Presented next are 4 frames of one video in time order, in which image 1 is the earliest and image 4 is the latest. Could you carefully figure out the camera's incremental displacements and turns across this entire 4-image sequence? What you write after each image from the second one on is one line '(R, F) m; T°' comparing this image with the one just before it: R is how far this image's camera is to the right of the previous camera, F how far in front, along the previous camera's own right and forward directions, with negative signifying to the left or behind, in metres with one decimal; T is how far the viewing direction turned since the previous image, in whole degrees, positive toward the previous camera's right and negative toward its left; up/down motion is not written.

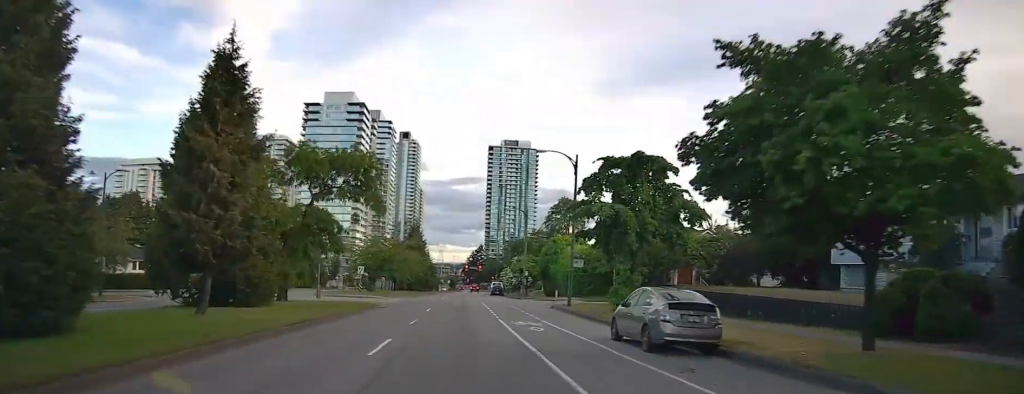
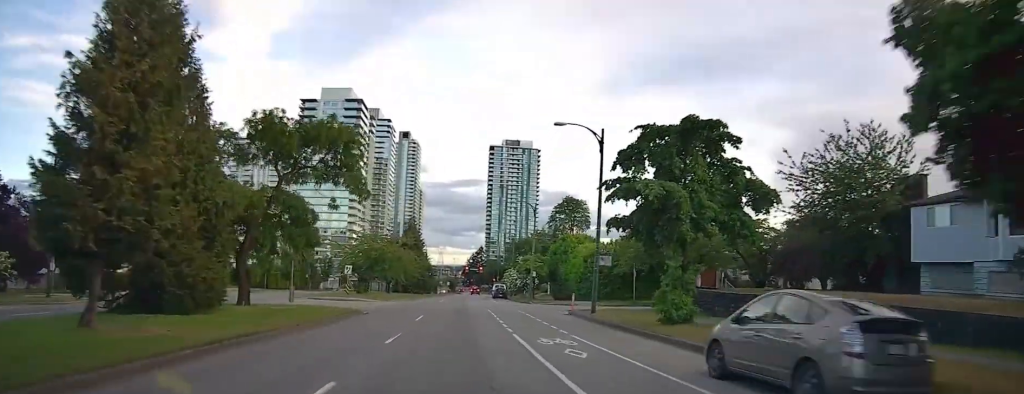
(-0.1, +6.4) m; -1°
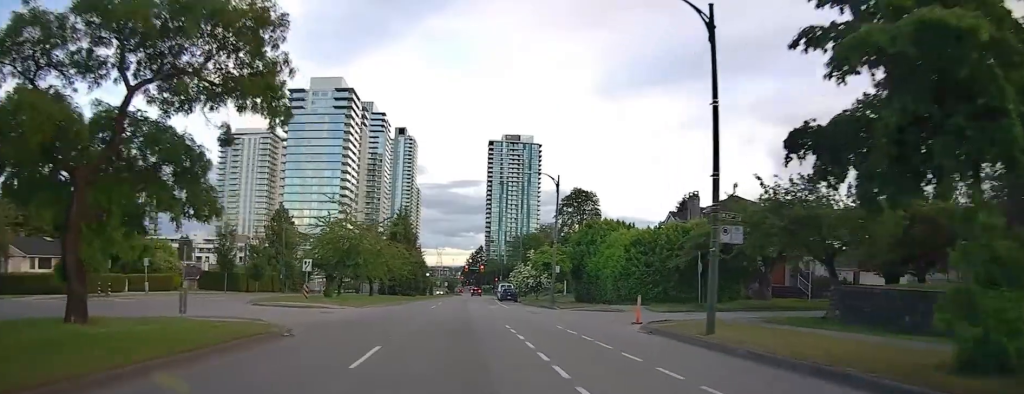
(0.0, +13.4) m; 0°
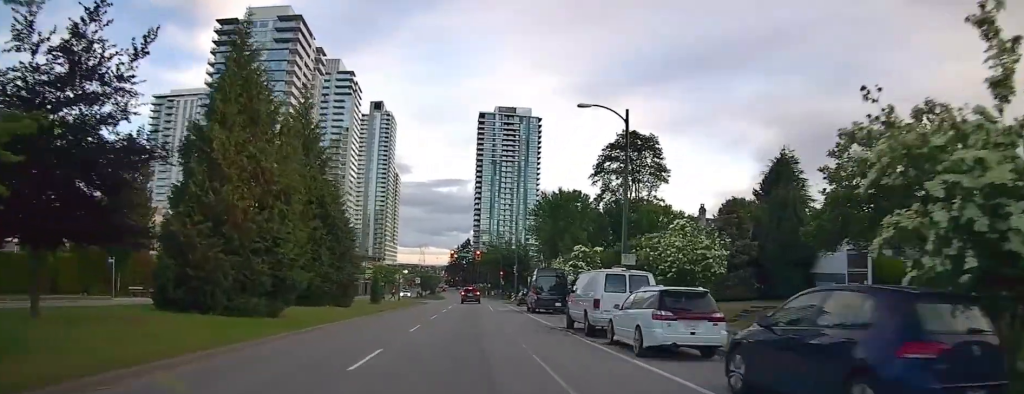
(0.0, +51.4) m; 0°
